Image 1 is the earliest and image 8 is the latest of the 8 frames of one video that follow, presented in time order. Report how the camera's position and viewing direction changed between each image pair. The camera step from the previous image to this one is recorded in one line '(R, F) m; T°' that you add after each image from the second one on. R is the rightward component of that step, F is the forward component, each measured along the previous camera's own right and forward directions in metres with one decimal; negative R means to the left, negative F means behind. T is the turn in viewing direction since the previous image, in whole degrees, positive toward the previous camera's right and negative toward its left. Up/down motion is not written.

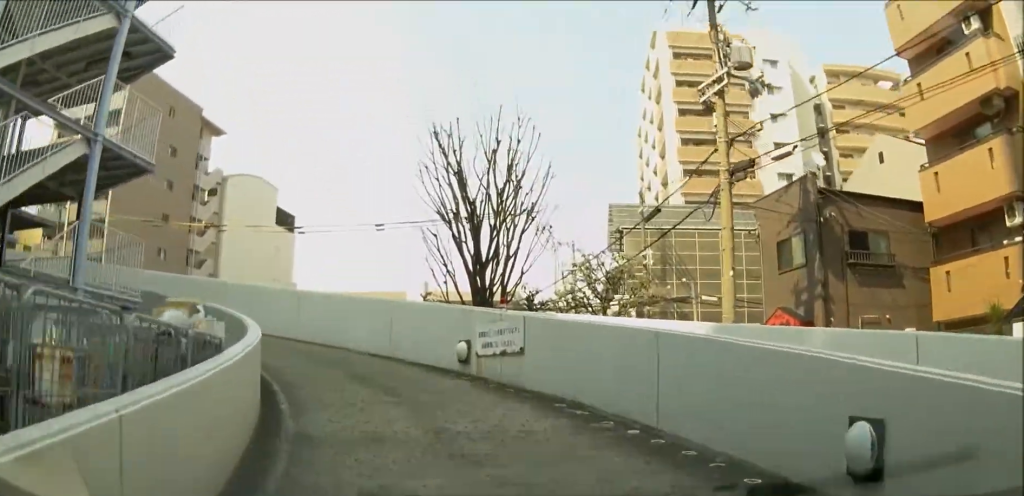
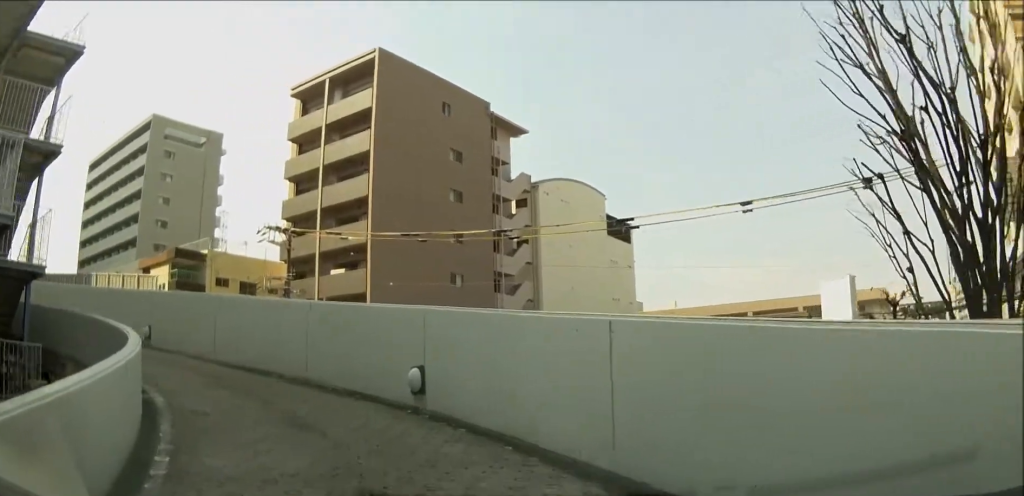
(-2.6, +13.2) m; -29°
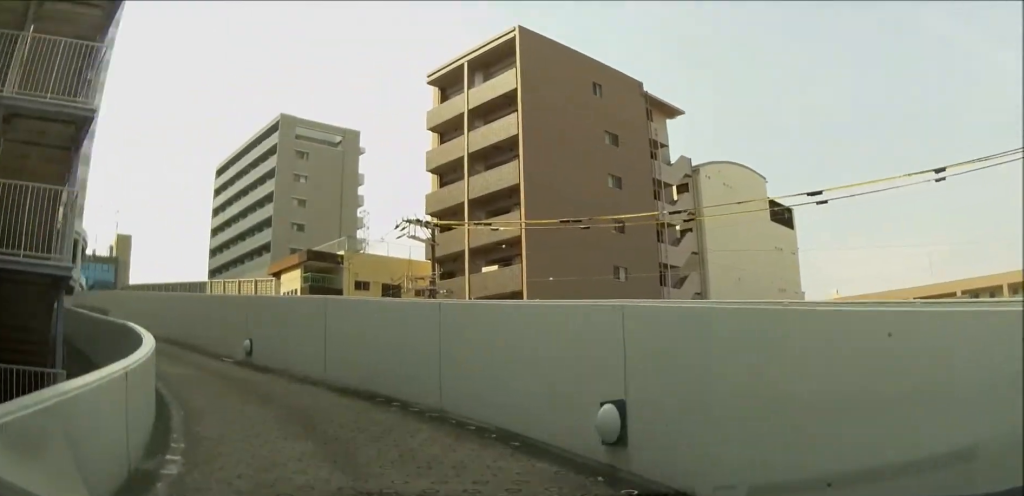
(-0.5, +3.7) m; -9°
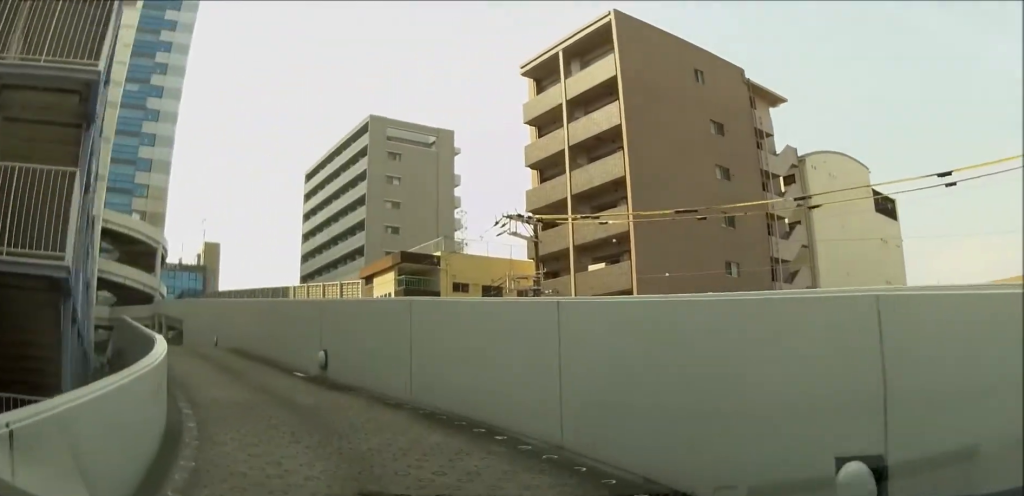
(-0.1, +2.2) m; -1°
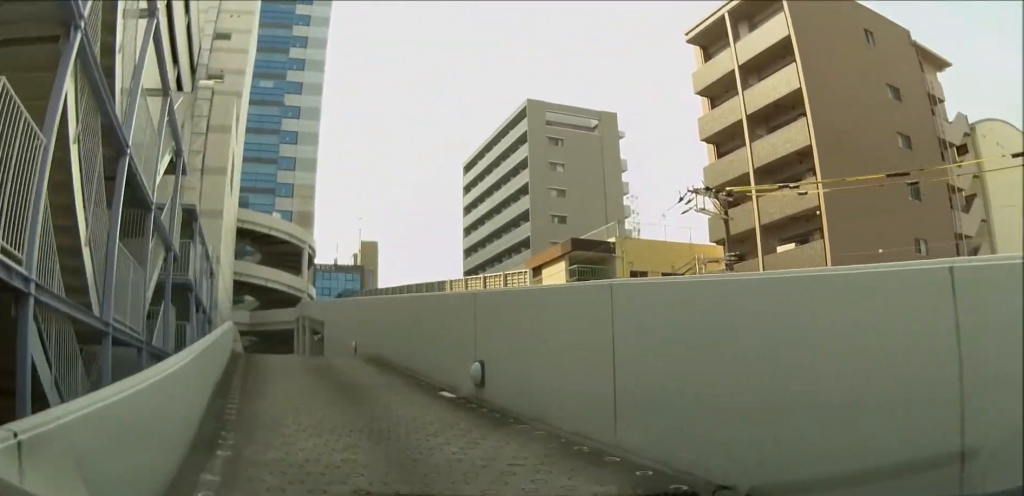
(-0.1, +3.6) m; -7°
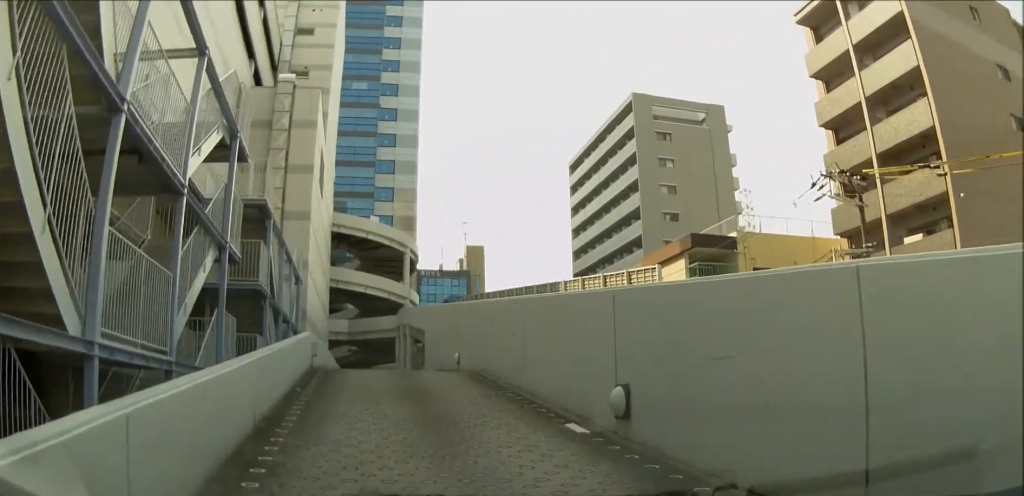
(-0.1, +2.4) m; -8°
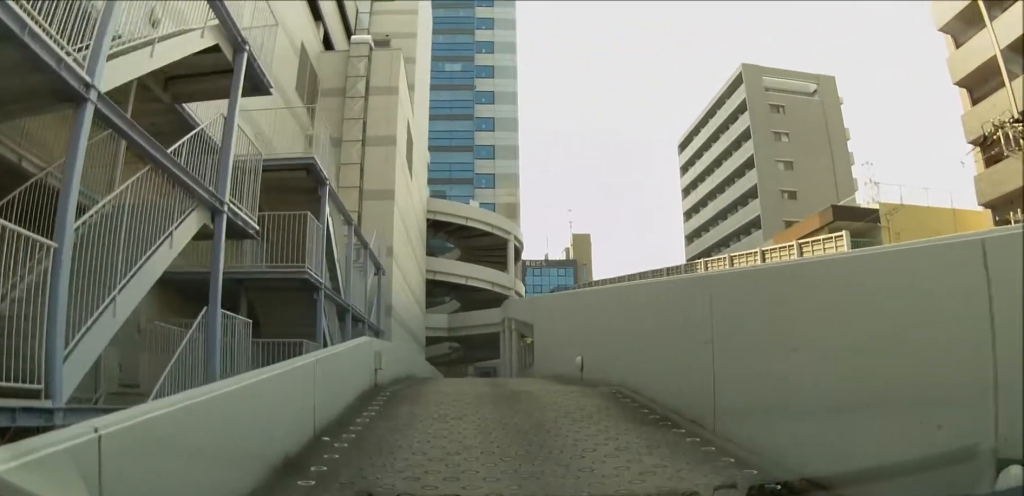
(-0.6, +4.2) m; -11°
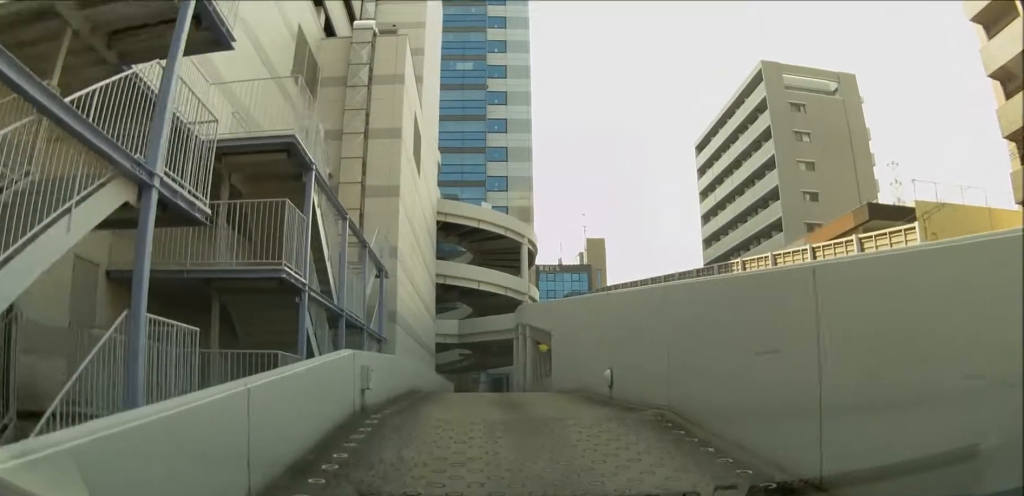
(0.0, +1.9) m; -4°
